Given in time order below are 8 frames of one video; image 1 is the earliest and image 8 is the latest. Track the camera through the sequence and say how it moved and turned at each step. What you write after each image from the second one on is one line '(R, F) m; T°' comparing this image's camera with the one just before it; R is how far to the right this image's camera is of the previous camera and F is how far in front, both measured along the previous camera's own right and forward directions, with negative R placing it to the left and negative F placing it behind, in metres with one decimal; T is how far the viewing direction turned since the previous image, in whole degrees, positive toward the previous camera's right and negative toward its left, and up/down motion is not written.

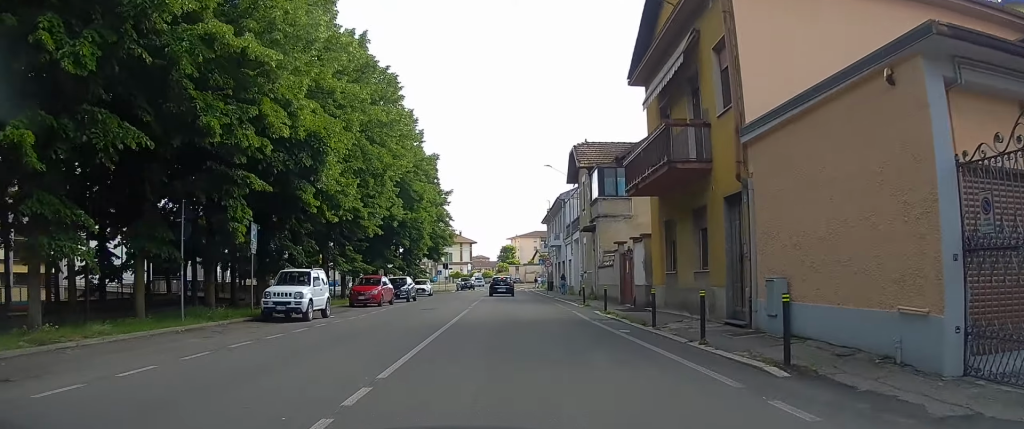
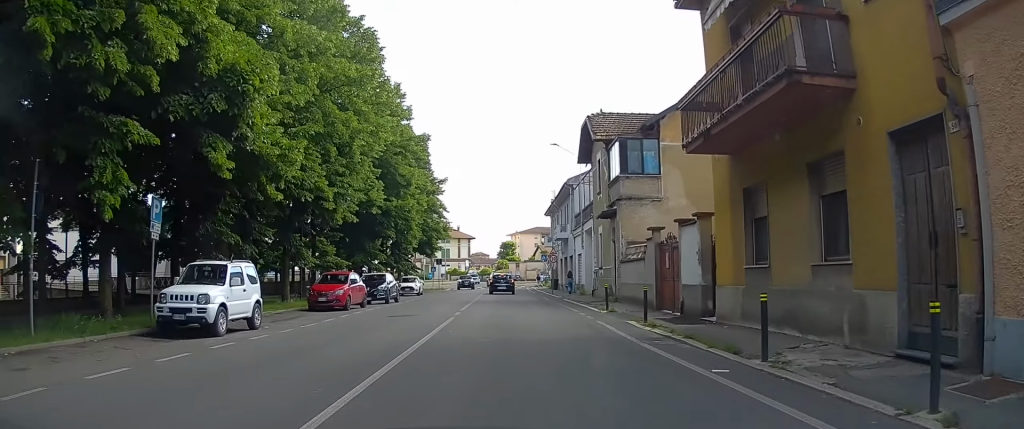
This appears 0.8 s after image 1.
(+0.1, +6.7) m; +1°
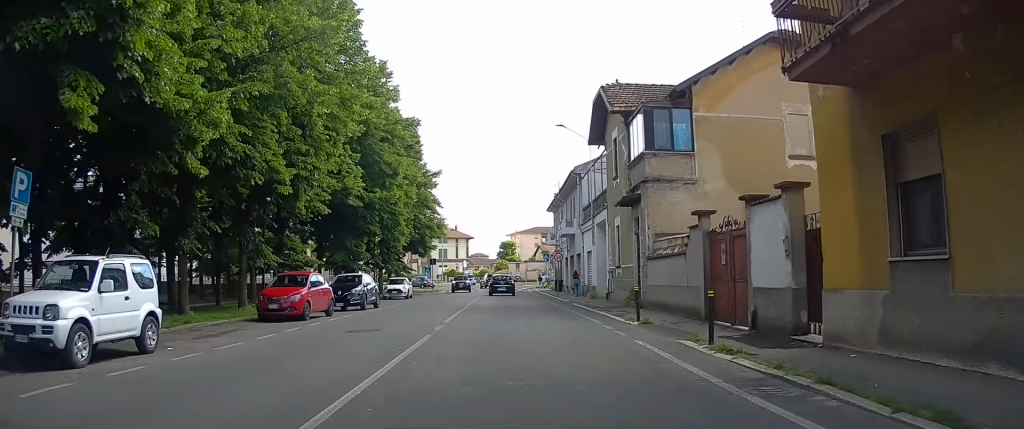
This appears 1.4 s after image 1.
(0.0, +5.4) m; +1°
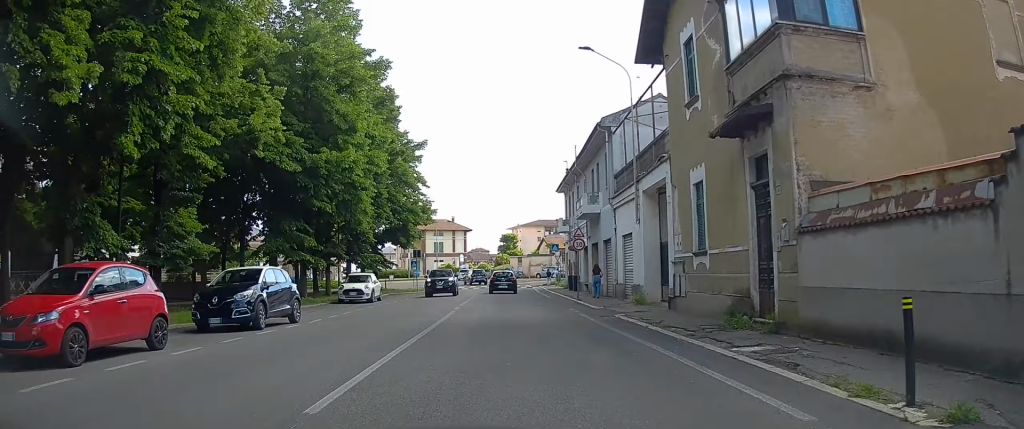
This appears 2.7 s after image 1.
(+0.1, +11.8) m; 0°
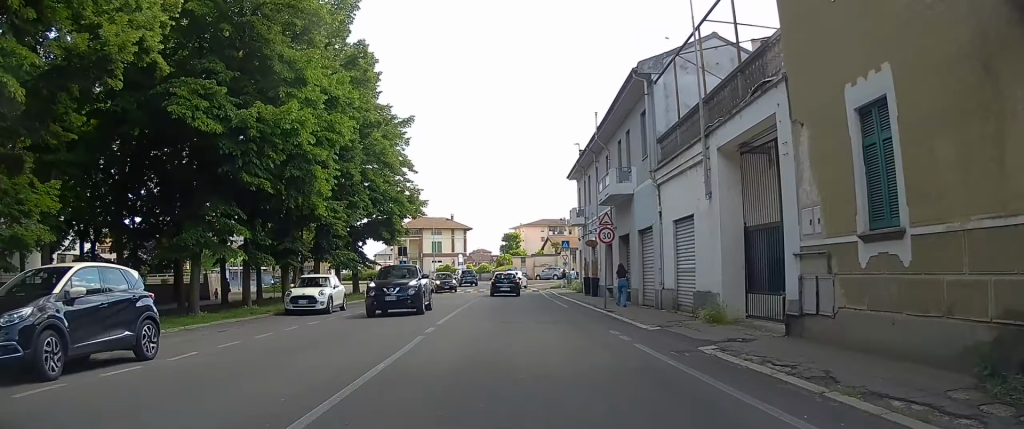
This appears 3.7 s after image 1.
(-0.1, +8.0) m; -1°
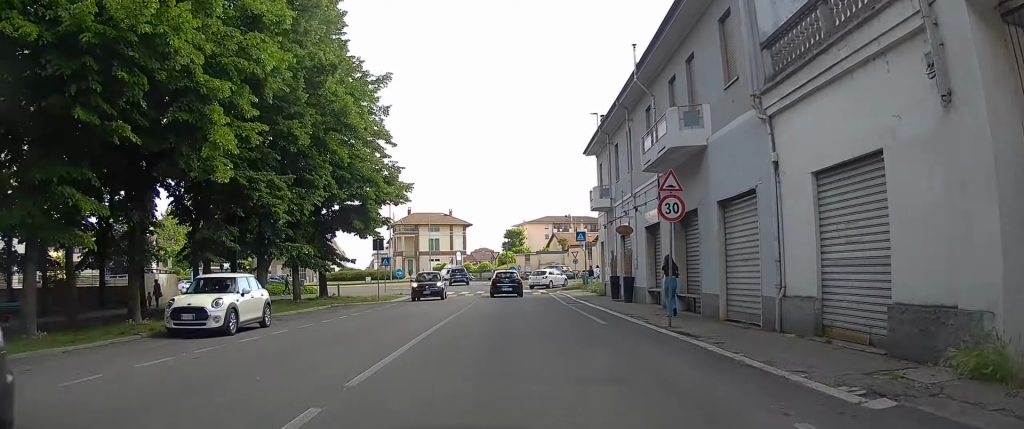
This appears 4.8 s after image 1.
(-0.1, +8.7) m; -2°
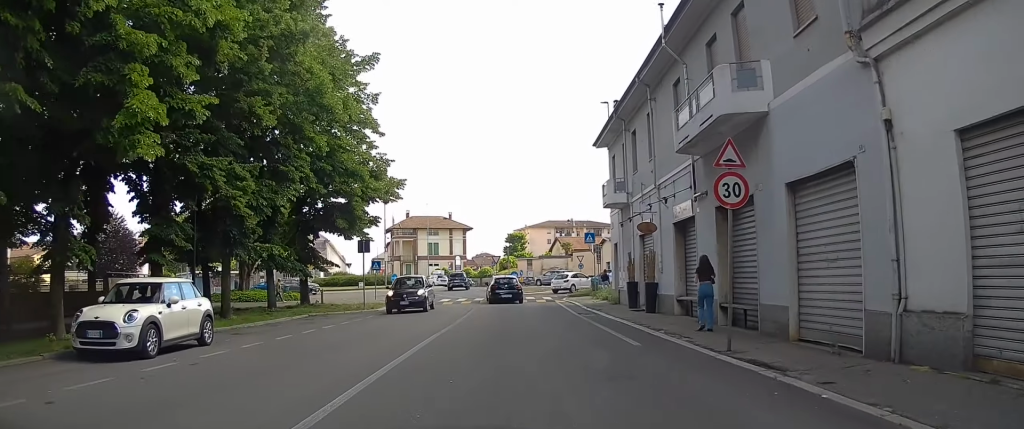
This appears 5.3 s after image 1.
(0.0, +3.7) m; 0°
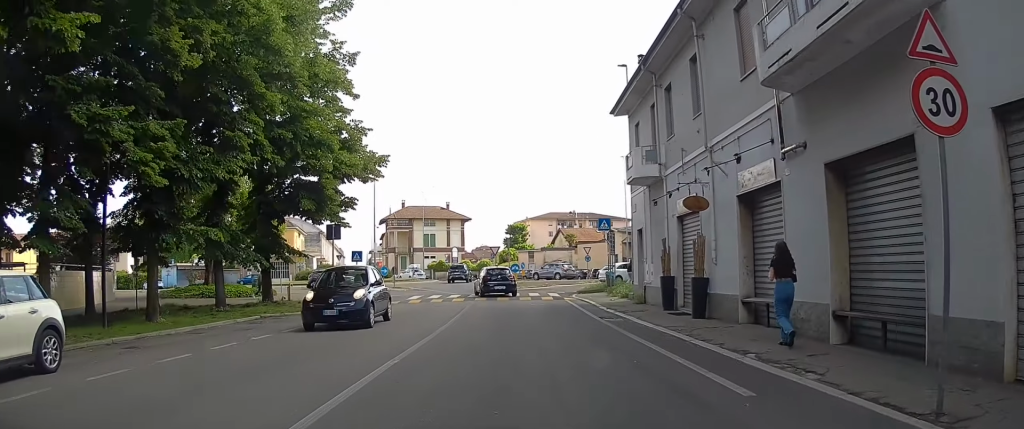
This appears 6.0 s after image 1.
(-0.1, +5.3) m; 0°
